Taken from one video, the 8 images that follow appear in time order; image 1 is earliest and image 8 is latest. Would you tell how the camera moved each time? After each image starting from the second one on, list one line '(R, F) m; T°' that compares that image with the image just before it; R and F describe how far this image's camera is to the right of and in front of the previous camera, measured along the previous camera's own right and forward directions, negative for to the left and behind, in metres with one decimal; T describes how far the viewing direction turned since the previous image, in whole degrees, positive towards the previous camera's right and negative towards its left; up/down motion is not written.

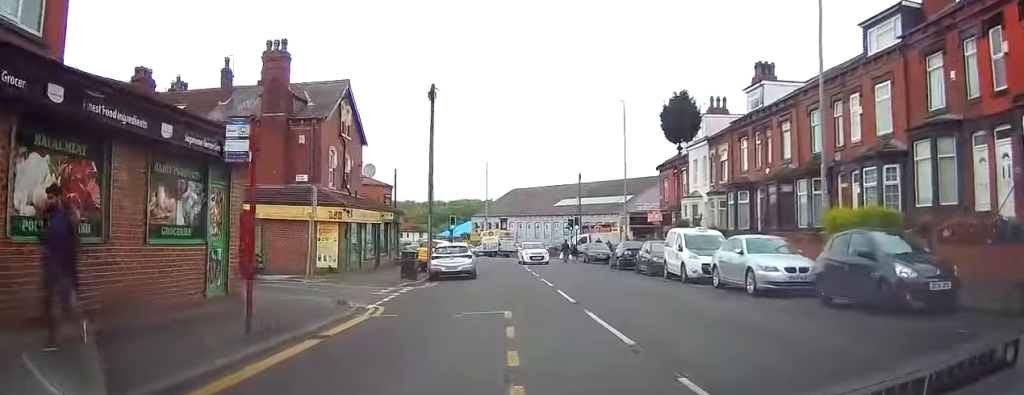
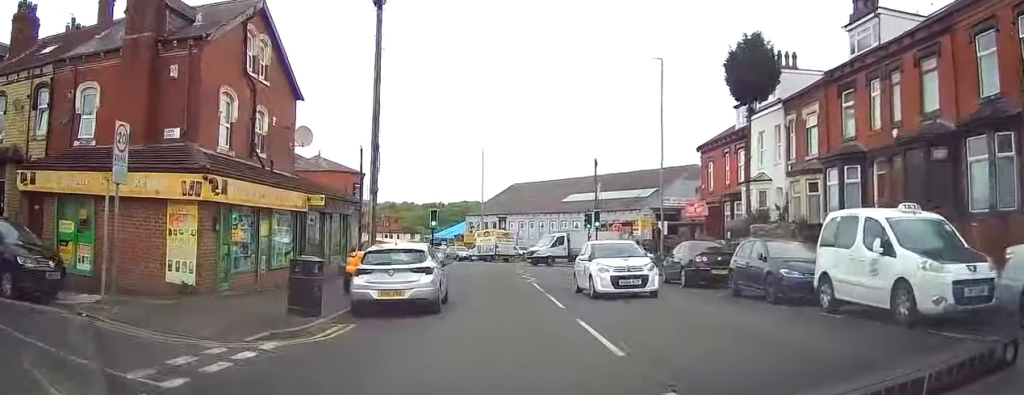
(+0.1, +12.6) m; -2°
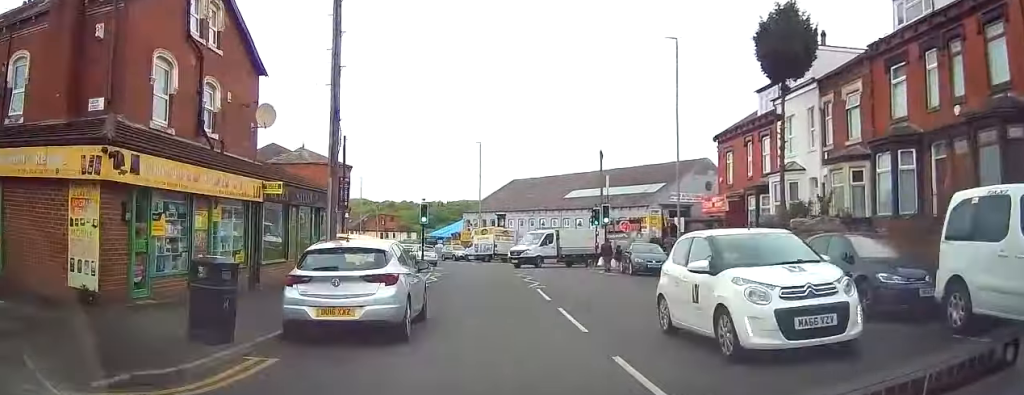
(-0.1, +4.0) m; -2°
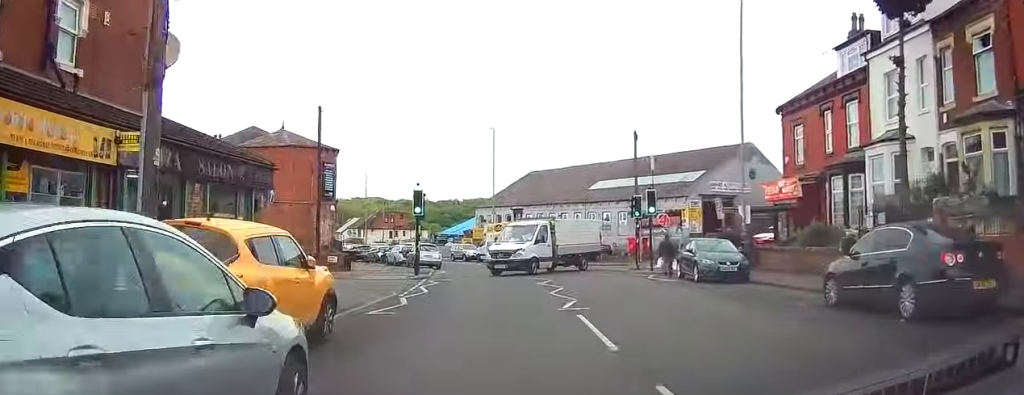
(-0.1, +8.0) m; +2°
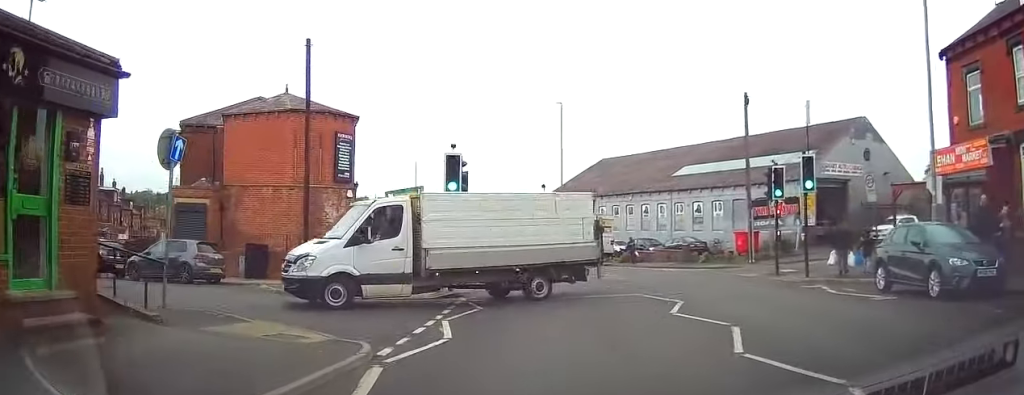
(+0.5, +9.9) m; -1°
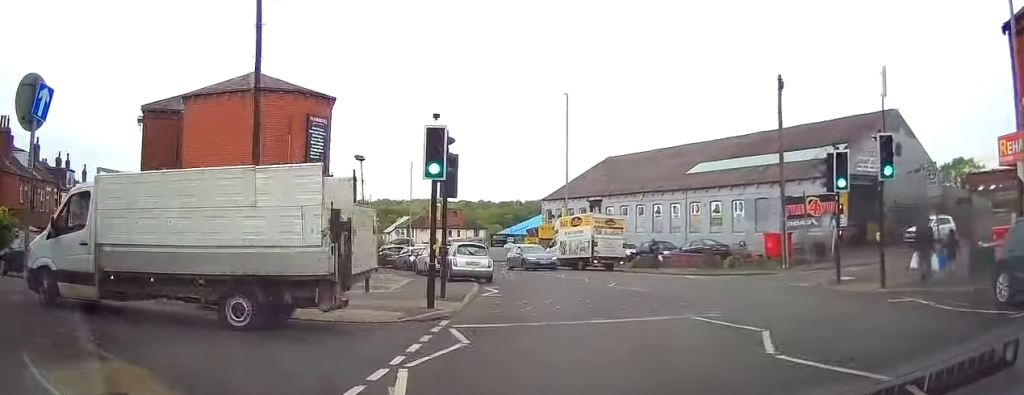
(-0.3, +4.8) m; -4°
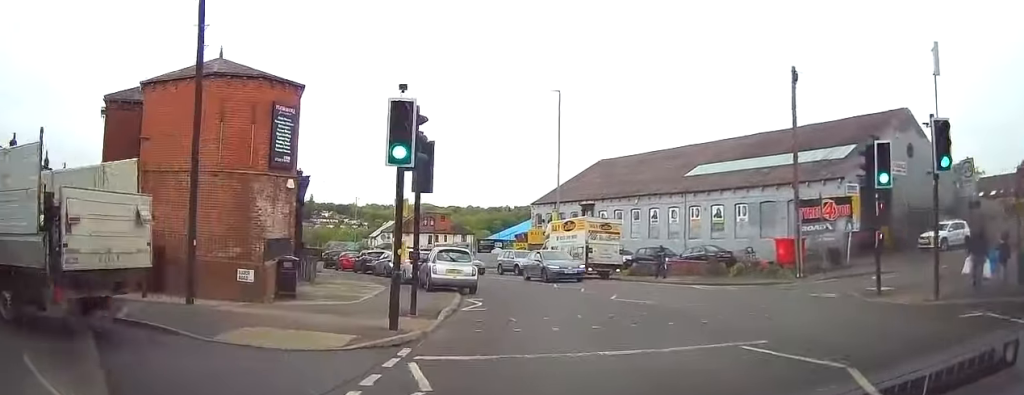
(0.0, +3.0) m; 0°
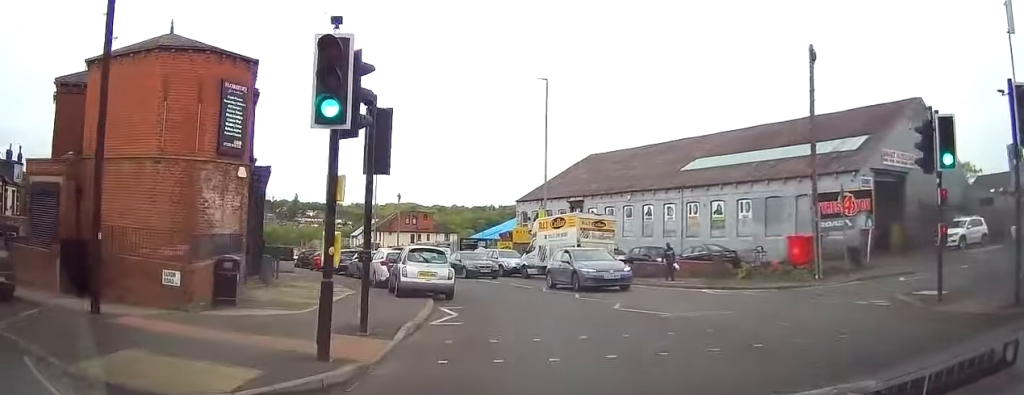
(0.0, +3.1) m; 0°
